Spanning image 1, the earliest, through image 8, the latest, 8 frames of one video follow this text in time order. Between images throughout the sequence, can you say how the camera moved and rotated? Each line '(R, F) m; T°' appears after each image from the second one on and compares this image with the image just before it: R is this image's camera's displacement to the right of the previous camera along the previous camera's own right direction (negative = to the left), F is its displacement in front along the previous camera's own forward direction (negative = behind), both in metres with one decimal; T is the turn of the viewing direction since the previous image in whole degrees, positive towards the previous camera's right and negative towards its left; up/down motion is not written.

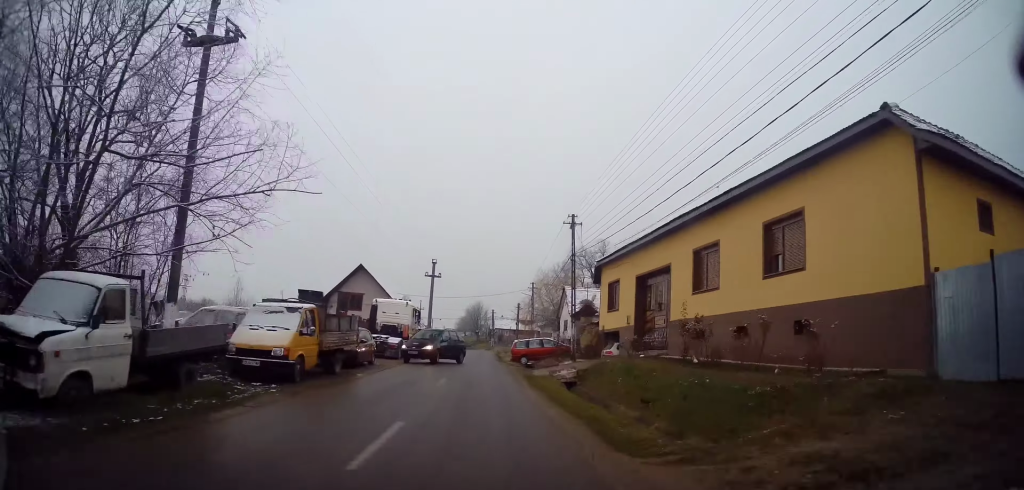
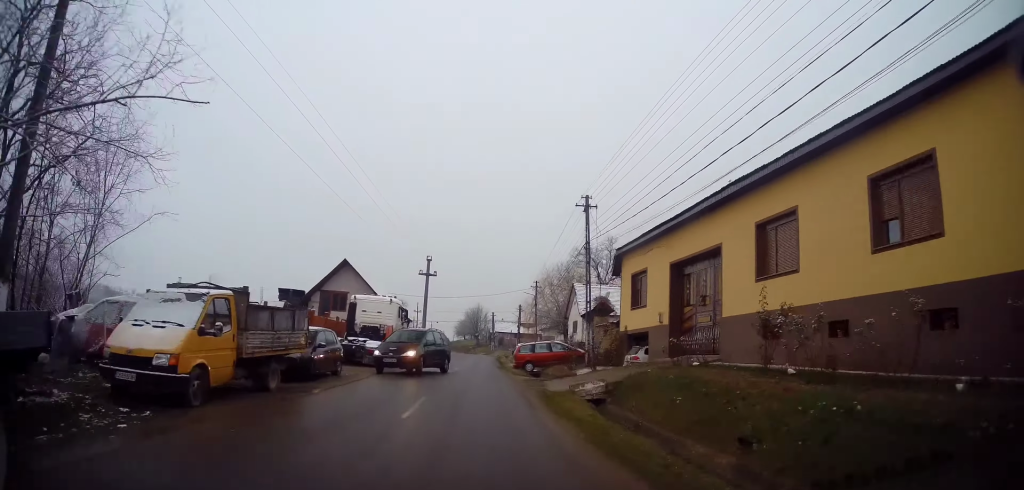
(-0.1, +5.2) m; -1°
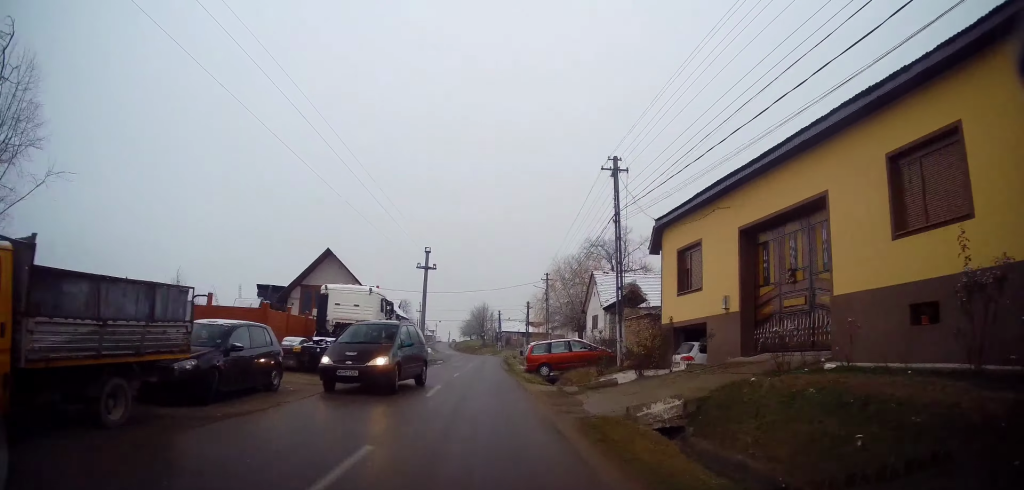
(-0.1, +6.2) m; -1°
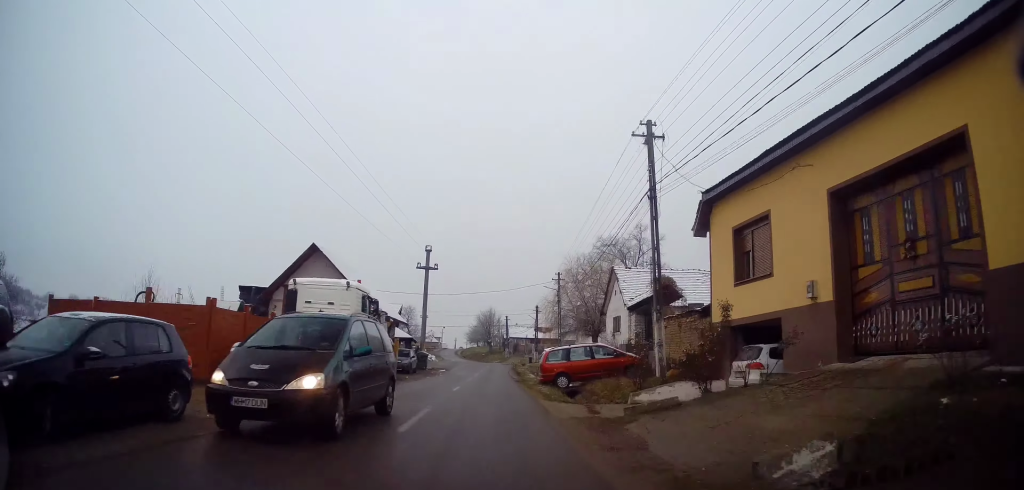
(0.0, +4.5) m; 0°
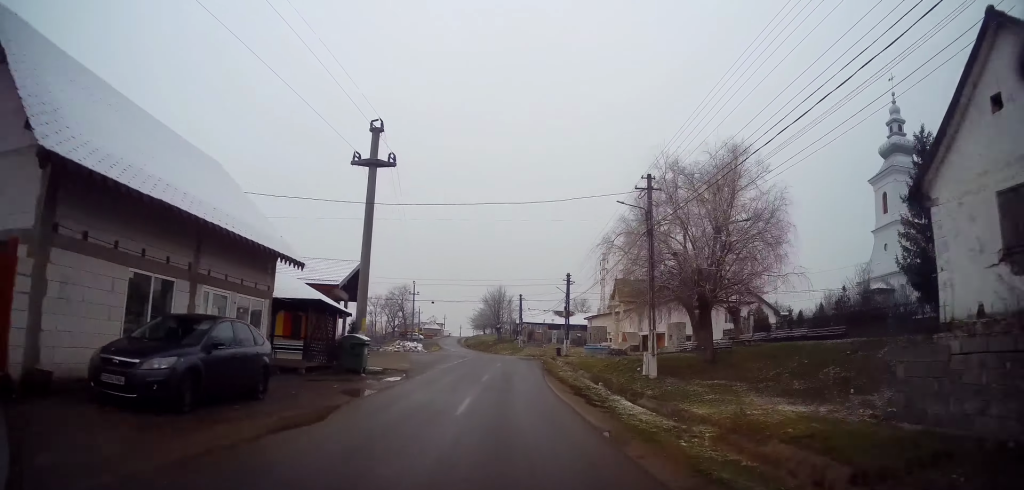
(+0.3, +24.4) m; 0°
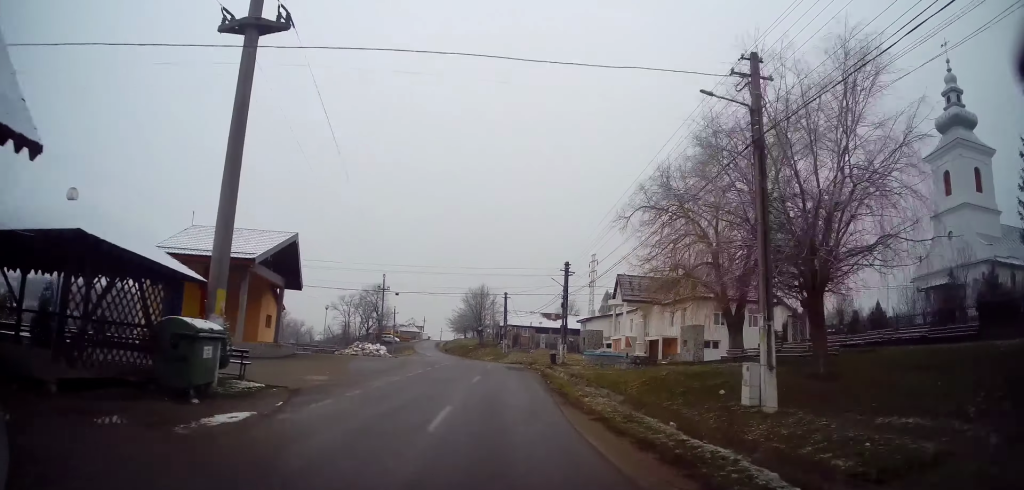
(-0.1, +10.4) m; +1°
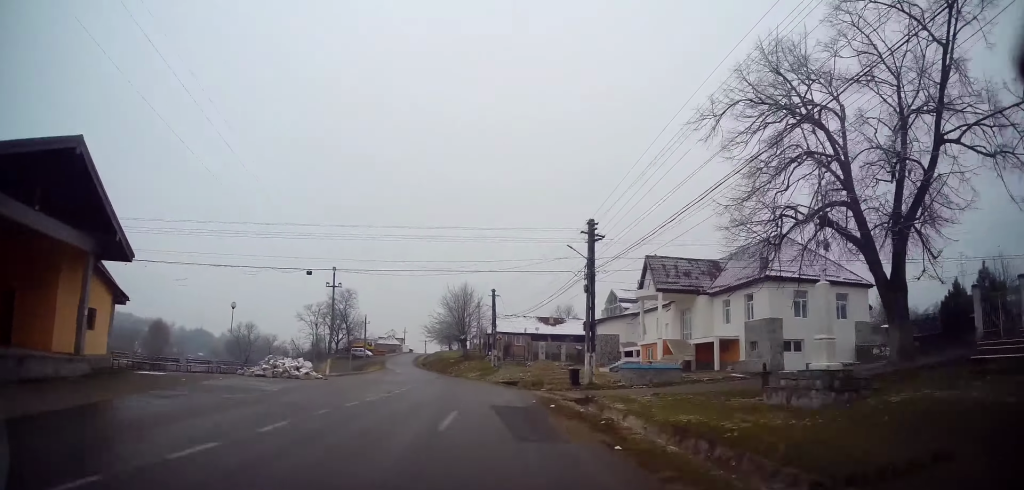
(+0.6, +16.9) m; +1°
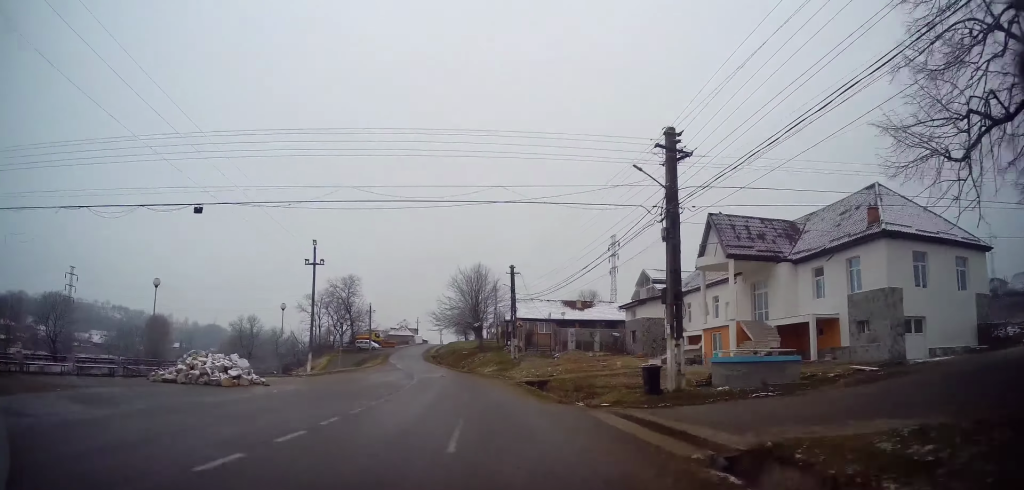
(-0.3, +10.8) m; -3°
